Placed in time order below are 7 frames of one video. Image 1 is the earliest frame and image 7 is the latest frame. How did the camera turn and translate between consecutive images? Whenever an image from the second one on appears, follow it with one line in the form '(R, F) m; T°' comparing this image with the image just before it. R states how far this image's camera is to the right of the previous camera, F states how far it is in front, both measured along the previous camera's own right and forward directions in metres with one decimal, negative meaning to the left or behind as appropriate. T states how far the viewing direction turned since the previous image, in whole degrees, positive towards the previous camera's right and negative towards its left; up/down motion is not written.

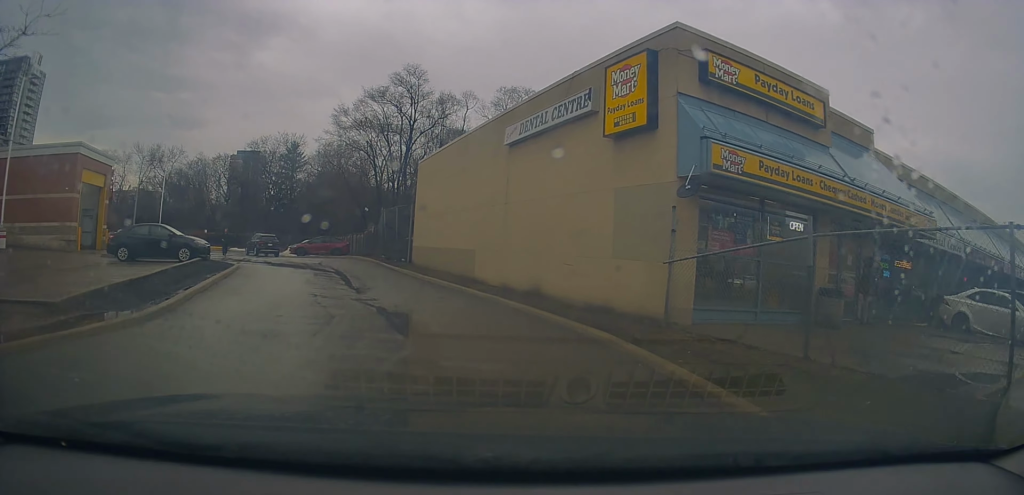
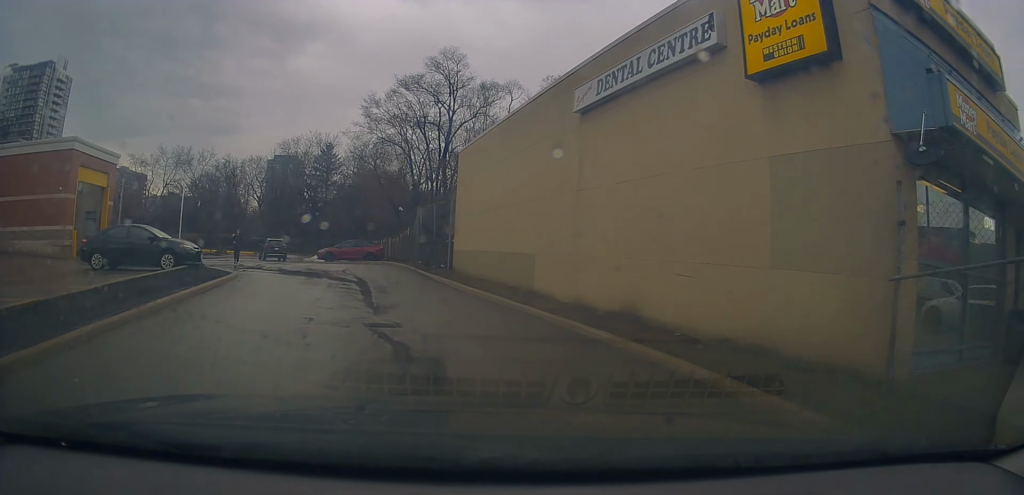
(+0.1, +4.3) m; -3°
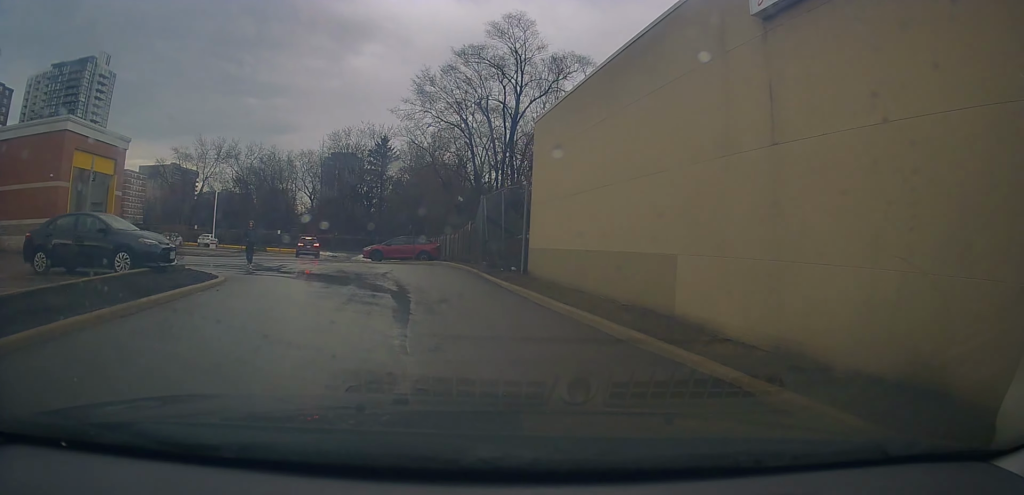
(-0.3, +5.4) m; -7°
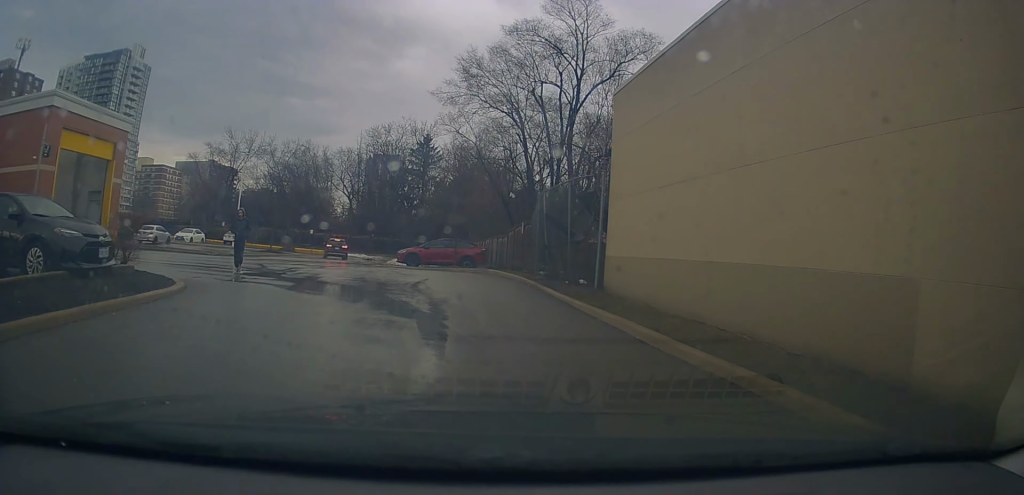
(-0.4, +4.5) m; -5°
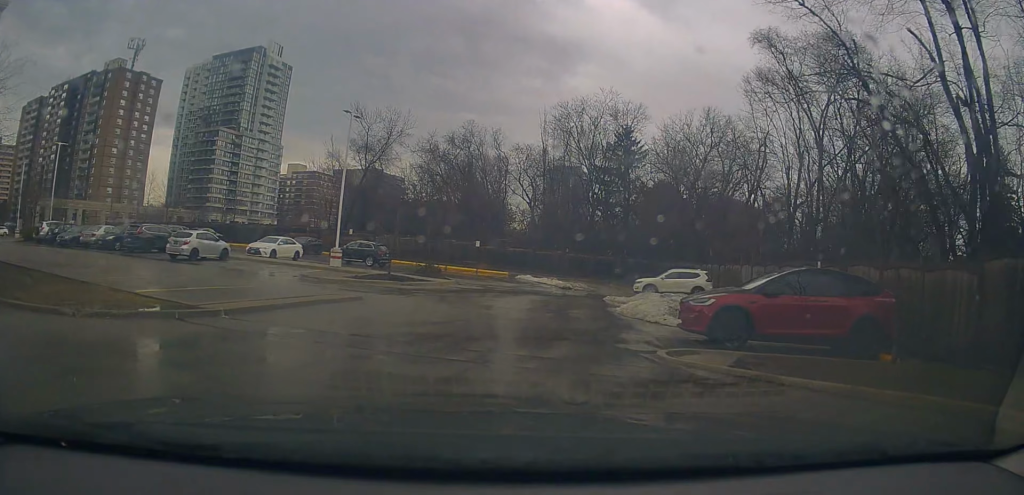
(-2.8, +20.6) m; -15°
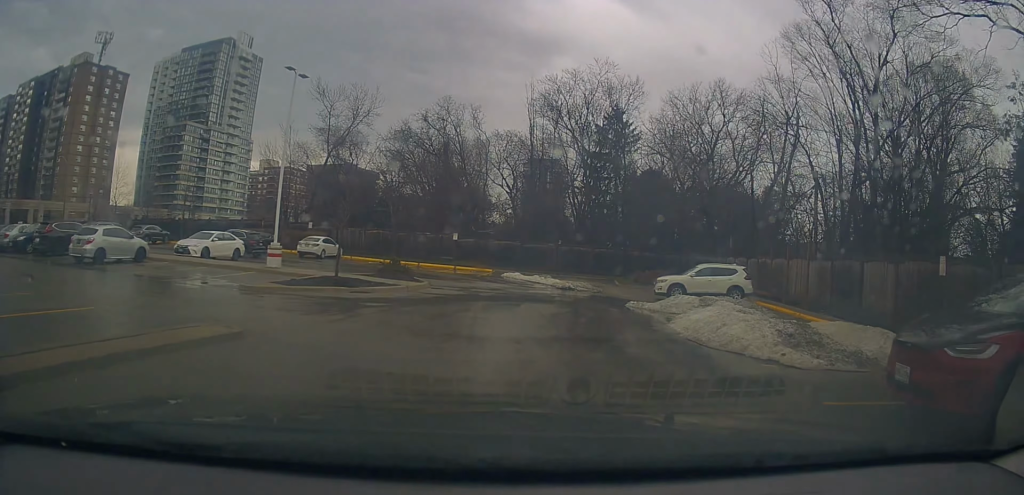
(-0.1, +6.9) m; 0°
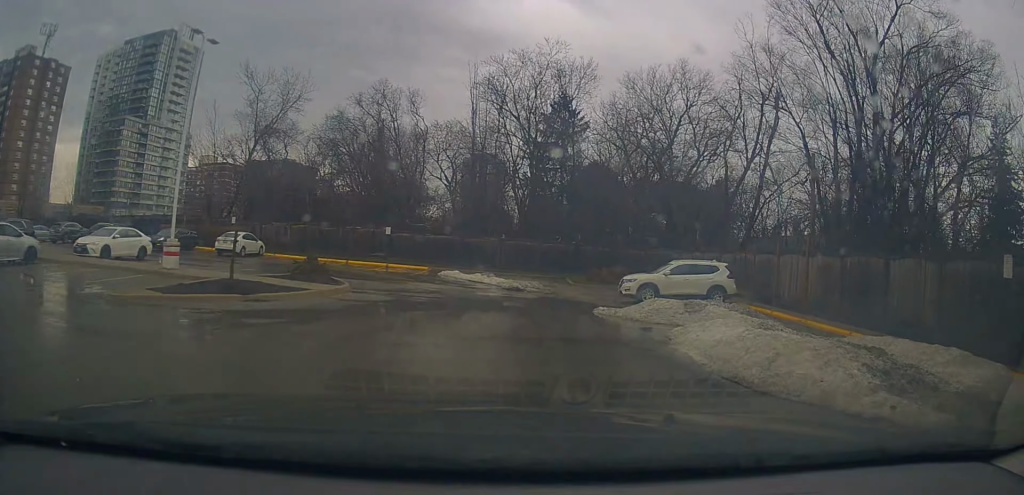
(-0.2, +4.0) m; +3°
